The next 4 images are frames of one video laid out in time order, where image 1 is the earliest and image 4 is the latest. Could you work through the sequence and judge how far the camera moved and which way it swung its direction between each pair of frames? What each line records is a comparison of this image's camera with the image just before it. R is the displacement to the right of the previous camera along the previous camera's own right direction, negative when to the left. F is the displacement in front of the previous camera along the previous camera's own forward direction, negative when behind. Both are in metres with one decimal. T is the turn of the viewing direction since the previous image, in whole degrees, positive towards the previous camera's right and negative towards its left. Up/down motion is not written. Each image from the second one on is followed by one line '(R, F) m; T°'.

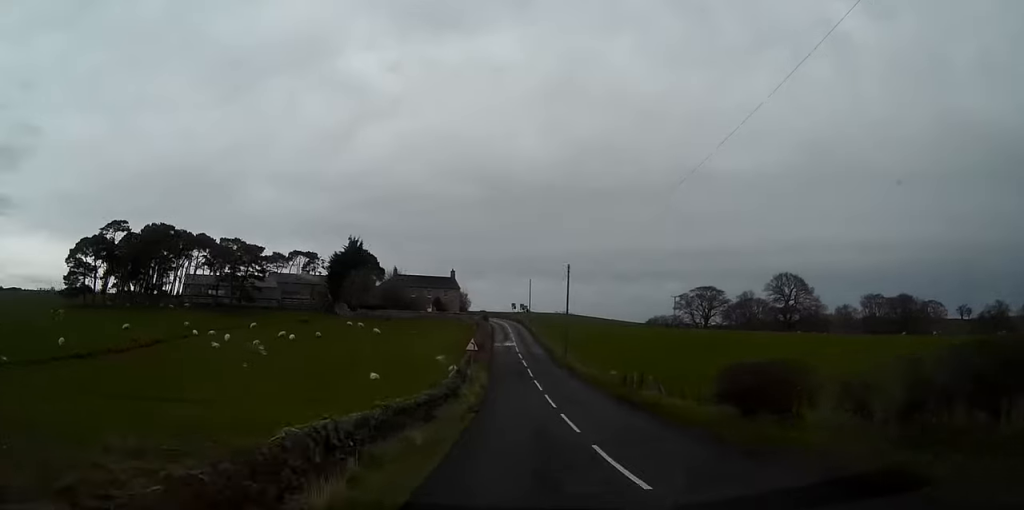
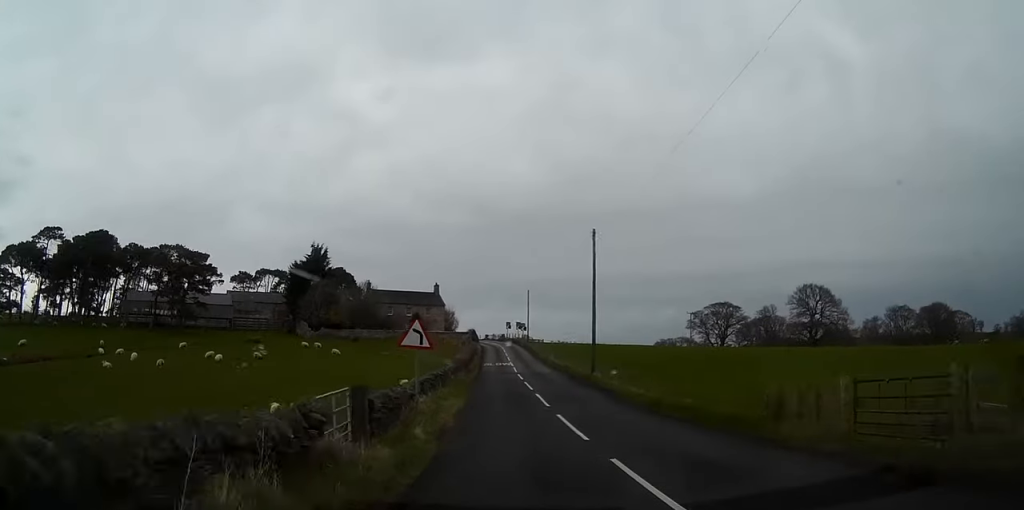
(+0.3, +21.7) m; +1°
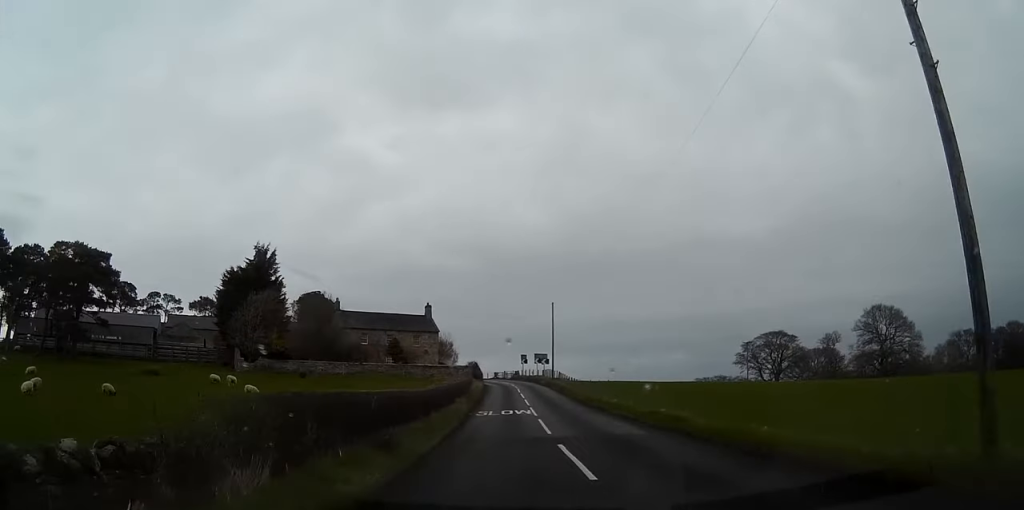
(-0.1, +31.2) m; -1°
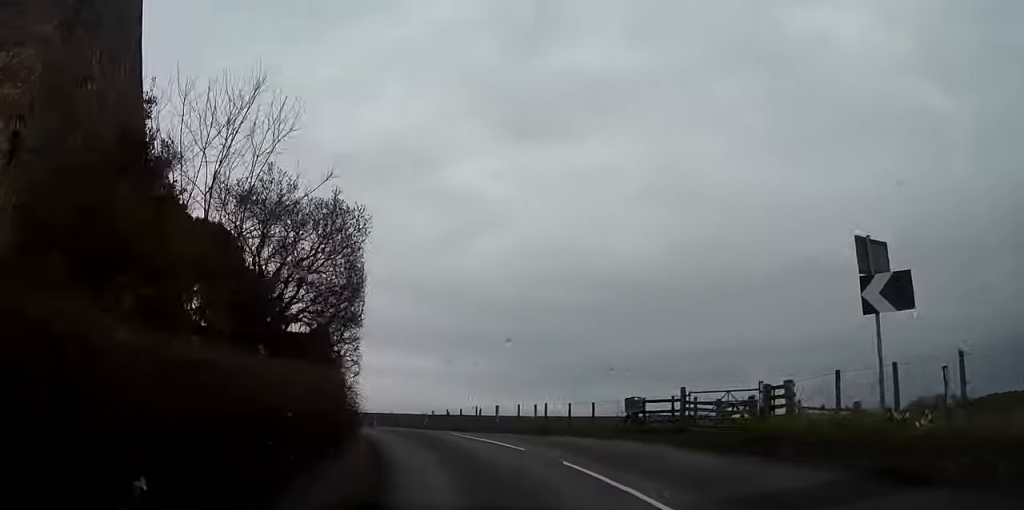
(-3.0, +86.0) m; -10°
